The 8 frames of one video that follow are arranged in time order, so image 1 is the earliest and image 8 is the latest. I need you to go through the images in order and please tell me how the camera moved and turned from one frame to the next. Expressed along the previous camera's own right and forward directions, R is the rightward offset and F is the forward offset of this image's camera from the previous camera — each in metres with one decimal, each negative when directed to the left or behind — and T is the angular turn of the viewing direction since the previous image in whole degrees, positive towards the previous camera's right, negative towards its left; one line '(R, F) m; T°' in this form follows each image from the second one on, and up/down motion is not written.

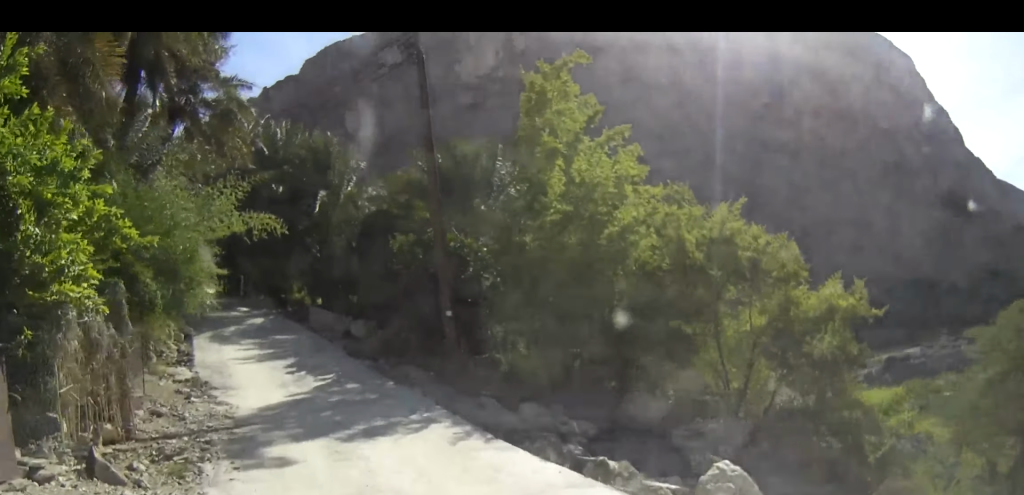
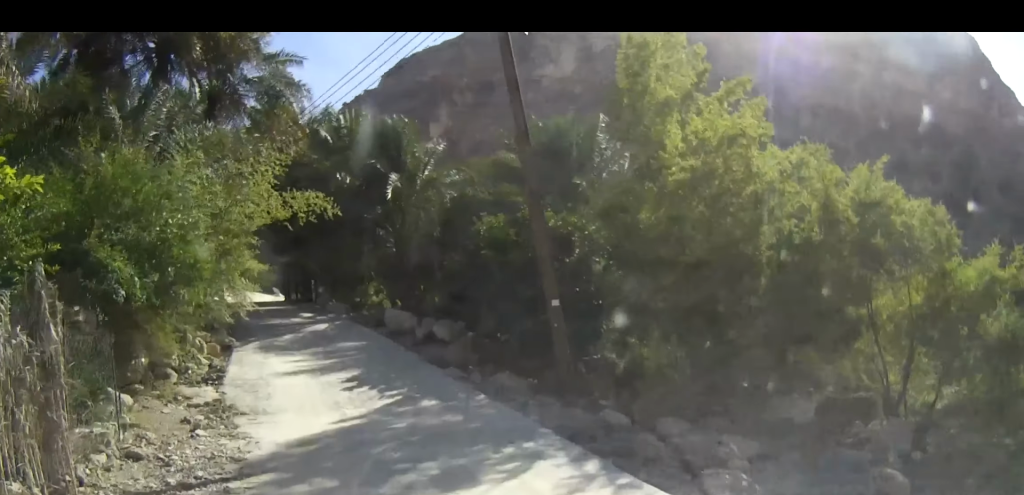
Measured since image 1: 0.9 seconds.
(-0.3, +3.9) m; -7°
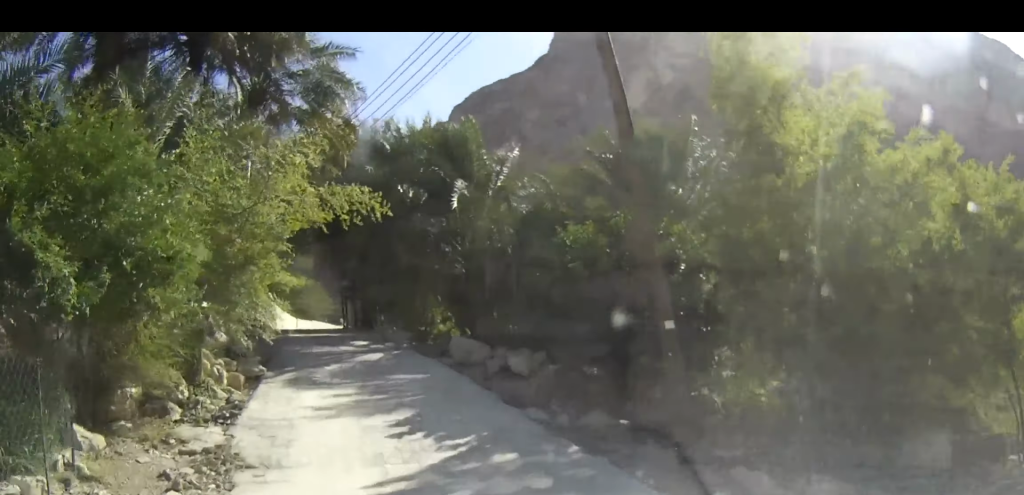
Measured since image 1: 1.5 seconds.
(-0.1, +2.6) m; -3°
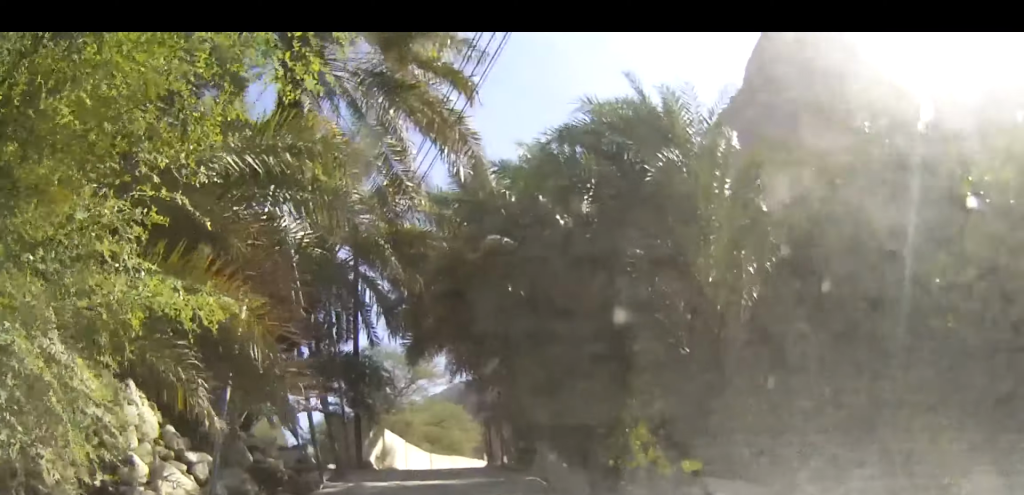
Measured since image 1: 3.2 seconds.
(-0.8, +8.7) m; -10°
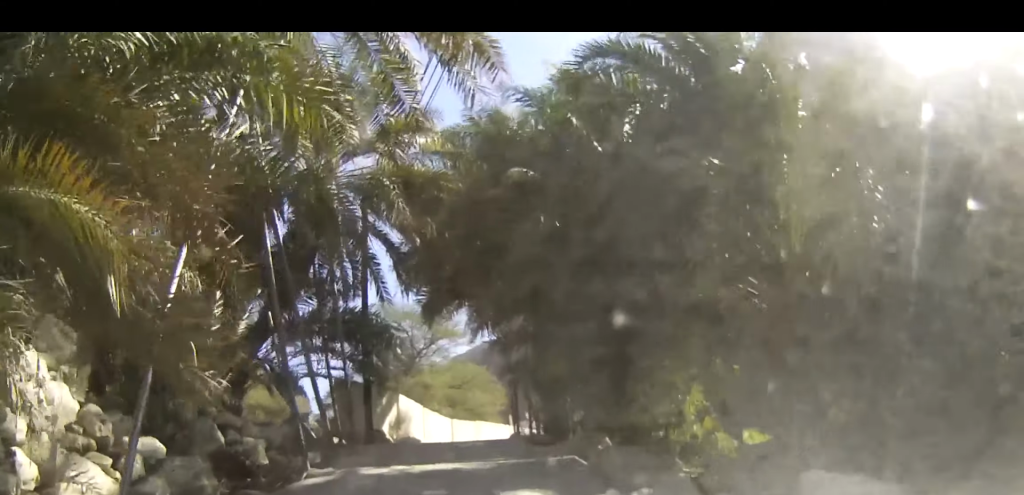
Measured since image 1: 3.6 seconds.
(0.0, +2.2) m; -2°
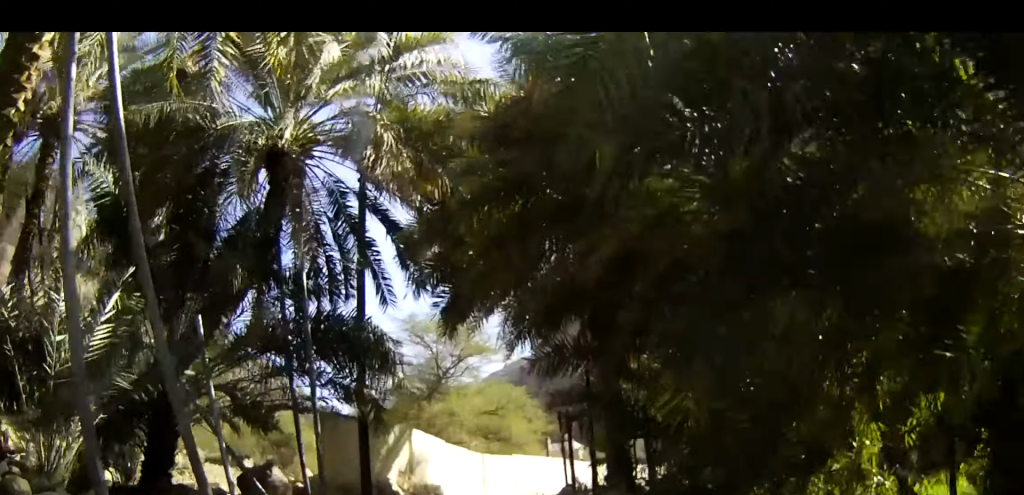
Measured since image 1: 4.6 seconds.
(-0.3, +5.2) m; -3°
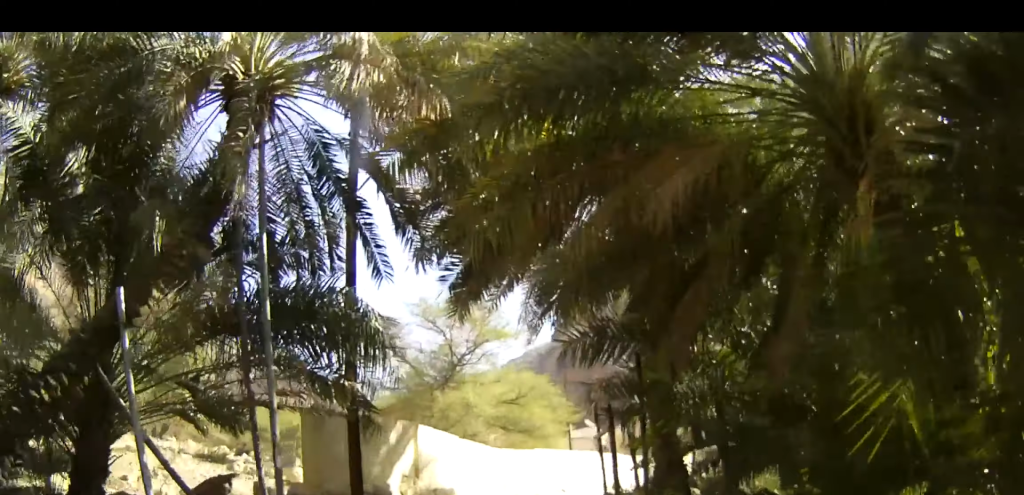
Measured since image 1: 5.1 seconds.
(0.0, +2.8) m; -1°
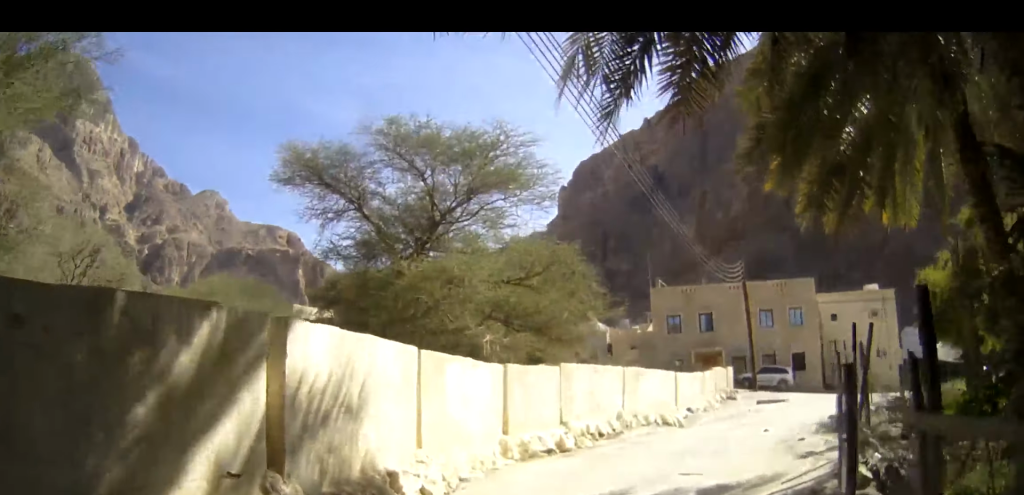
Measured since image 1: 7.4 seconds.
(+0.1, +11.2) m; +4°
